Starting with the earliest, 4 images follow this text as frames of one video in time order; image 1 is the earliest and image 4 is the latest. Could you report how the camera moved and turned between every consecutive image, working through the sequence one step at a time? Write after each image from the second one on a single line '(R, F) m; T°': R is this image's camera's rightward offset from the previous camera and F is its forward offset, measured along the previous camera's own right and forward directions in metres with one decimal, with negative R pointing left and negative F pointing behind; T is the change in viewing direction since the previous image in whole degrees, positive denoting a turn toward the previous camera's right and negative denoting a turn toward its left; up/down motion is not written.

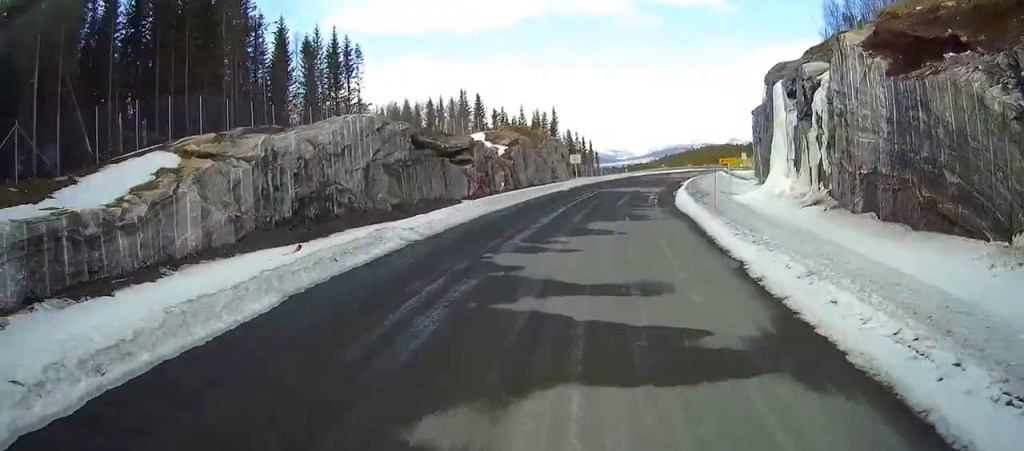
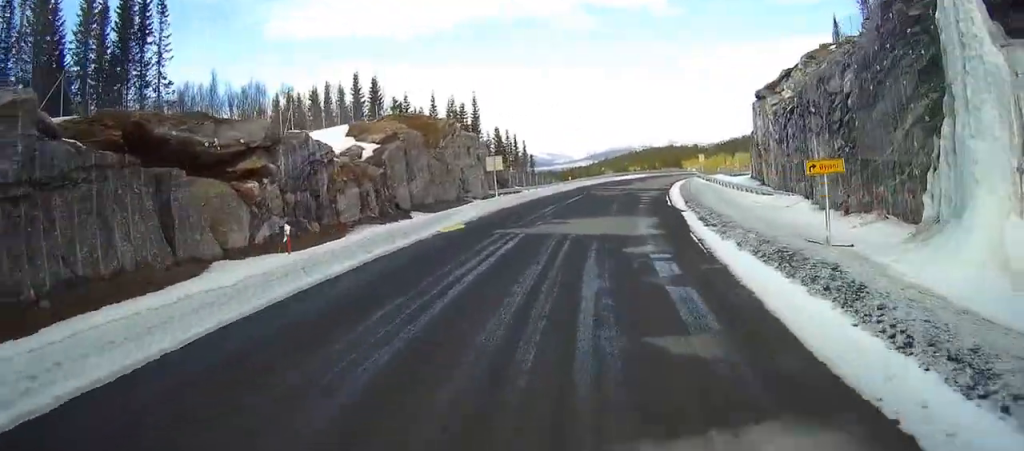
(+0.8, +26.2) m; +4°
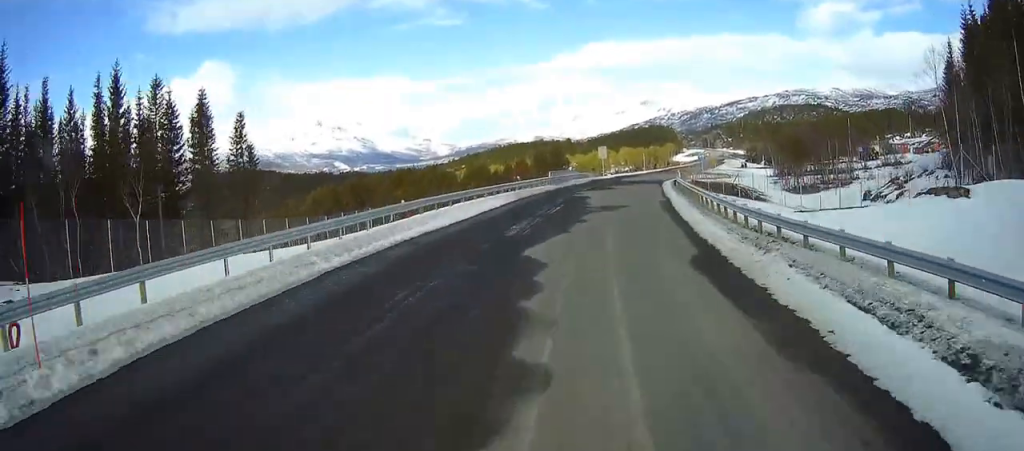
(+7.0, +69.9) m; +11°
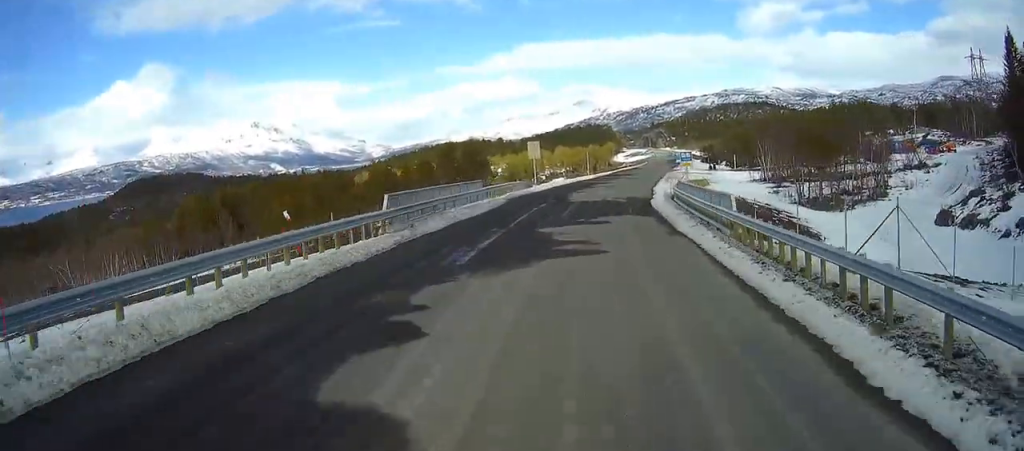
(+1.4, +35.9) m; +5°
